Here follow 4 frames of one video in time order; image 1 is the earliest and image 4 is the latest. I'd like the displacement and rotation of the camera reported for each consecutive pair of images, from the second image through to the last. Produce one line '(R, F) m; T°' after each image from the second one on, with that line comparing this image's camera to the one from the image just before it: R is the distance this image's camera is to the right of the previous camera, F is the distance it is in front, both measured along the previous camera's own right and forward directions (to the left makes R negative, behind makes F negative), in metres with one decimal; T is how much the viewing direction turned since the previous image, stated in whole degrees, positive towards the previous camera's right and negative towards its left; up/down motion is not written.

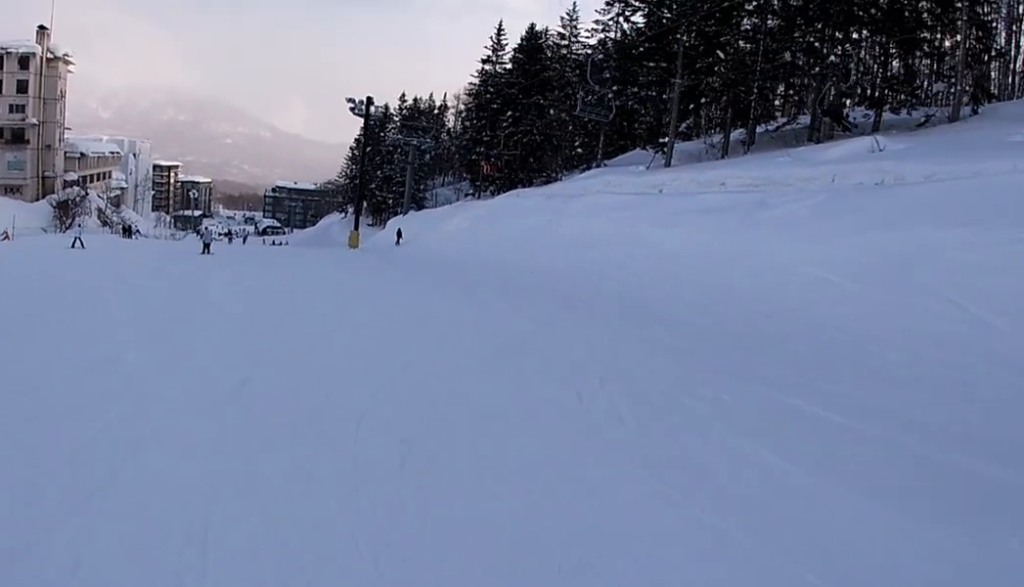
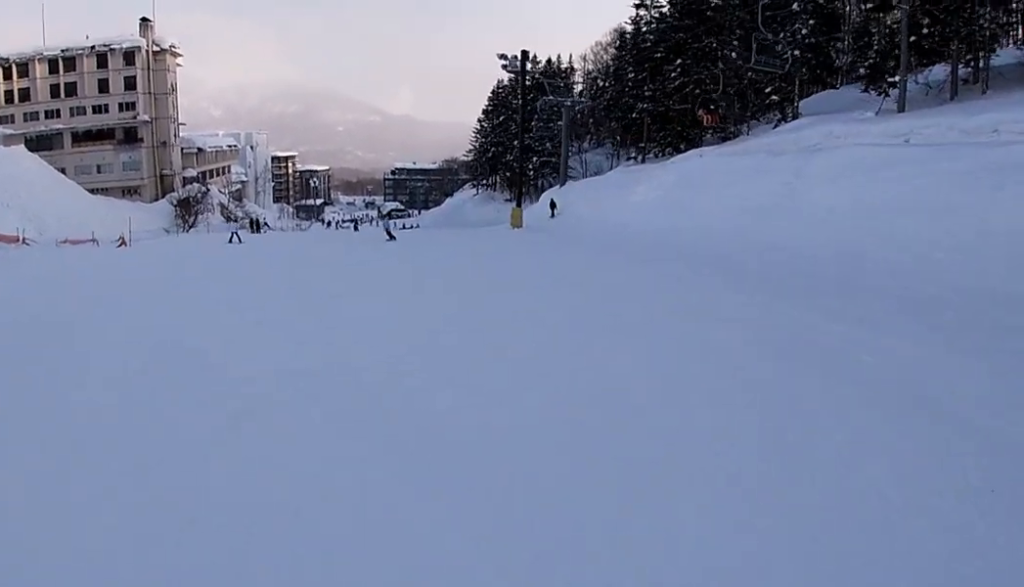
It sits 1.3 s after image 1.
(-2.2, +7.2) m; -11°
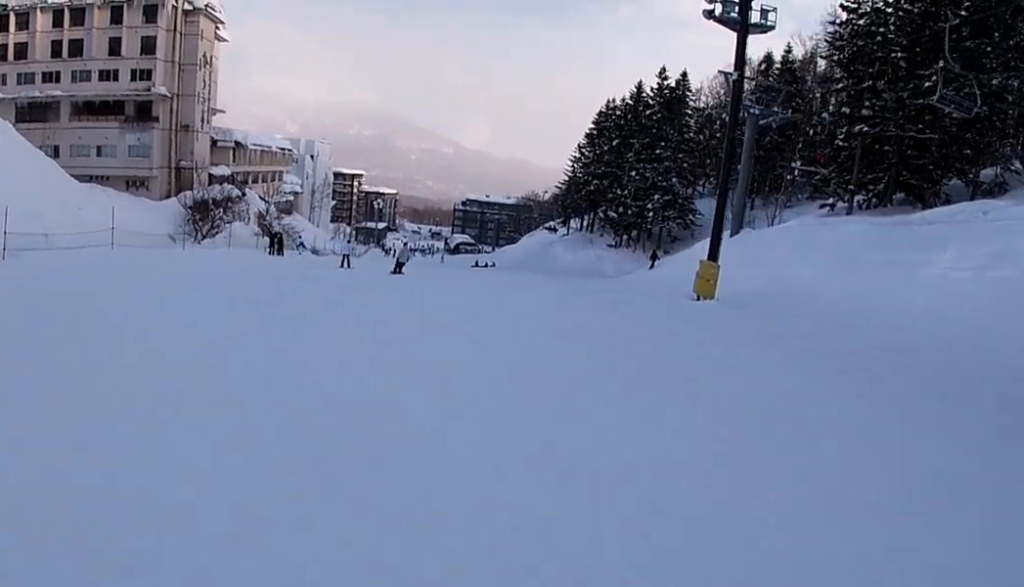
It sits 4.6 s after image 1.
(+7.3, +19.2) m; +12°
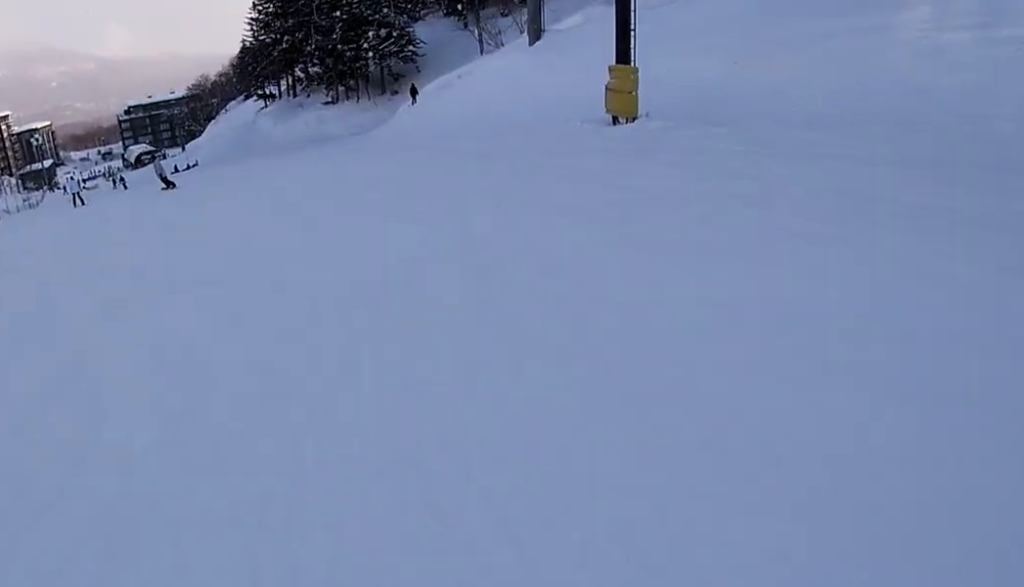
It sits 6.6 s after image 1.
(+0.2, +11.9) m; +14°
